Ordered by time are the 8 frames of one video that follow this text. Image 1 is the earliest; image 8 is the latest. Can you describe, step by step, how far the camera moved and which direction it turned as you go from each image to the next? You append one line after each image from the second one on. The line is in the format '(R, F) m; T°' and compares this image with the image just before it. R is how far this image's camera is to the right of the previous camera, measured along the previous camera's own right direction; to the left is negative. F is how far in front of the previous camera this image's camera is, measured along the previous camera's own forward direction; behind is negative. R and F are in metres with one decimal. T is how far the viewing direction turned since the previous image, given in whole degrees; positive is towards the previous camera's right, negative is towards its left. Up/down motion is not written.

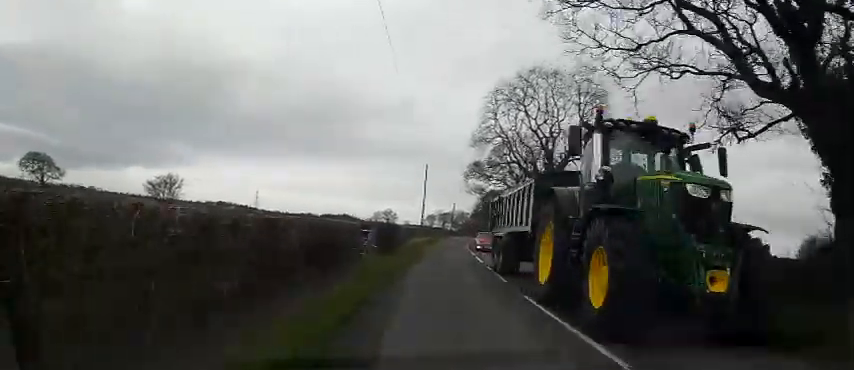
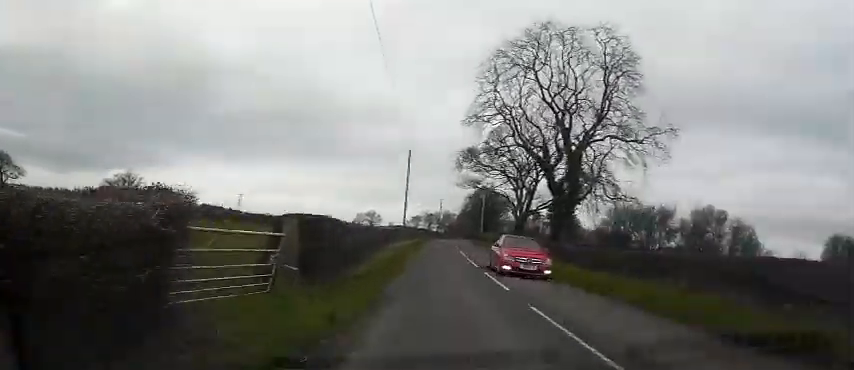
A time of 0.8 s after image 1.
(+0.3, +10.3) m; +3°
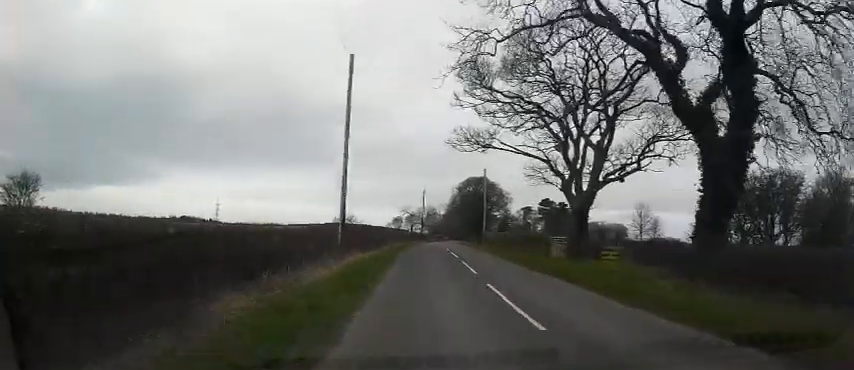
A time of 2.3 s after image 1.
(+0.9, +21.6) m; +3°
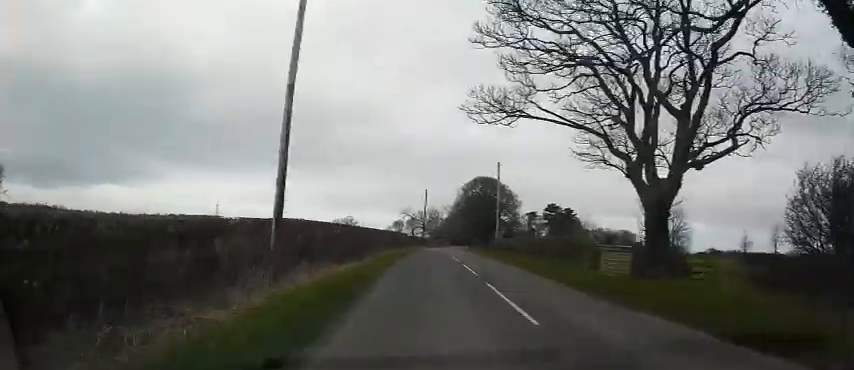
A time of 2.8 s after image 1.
(+0.1, +8.0) m; -1°
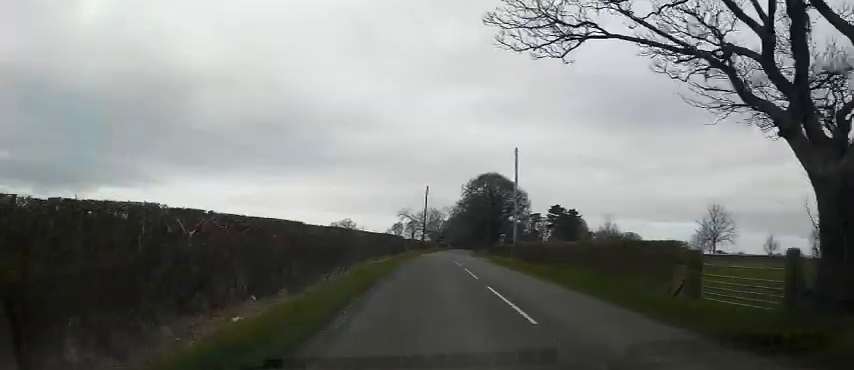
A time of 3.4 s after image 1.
(+0.1, +8.1) m; 0°
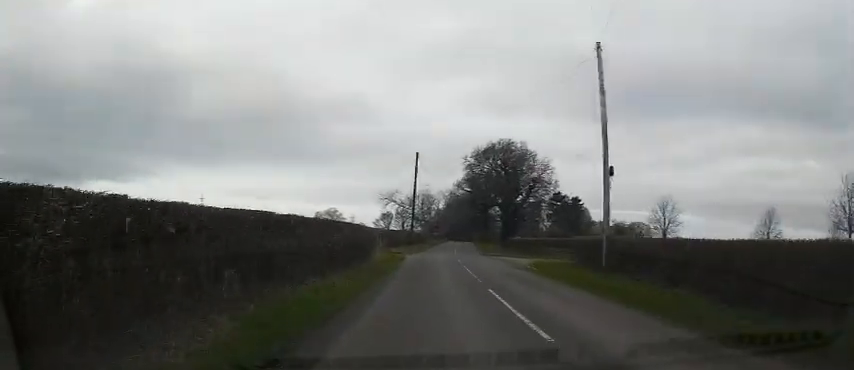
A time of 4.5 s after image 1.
(-0.2, +18.9) m; +1°
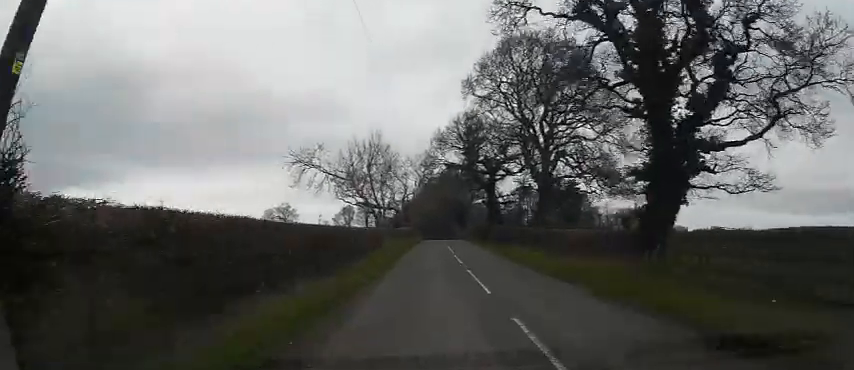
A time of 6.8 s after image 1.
(+1.0, +39.0) m; +2°
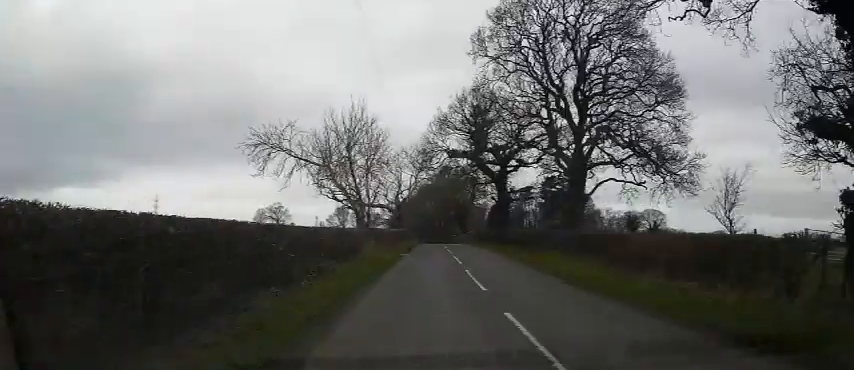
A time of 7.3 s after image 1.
(-0.1, +8.0) m; +1°
